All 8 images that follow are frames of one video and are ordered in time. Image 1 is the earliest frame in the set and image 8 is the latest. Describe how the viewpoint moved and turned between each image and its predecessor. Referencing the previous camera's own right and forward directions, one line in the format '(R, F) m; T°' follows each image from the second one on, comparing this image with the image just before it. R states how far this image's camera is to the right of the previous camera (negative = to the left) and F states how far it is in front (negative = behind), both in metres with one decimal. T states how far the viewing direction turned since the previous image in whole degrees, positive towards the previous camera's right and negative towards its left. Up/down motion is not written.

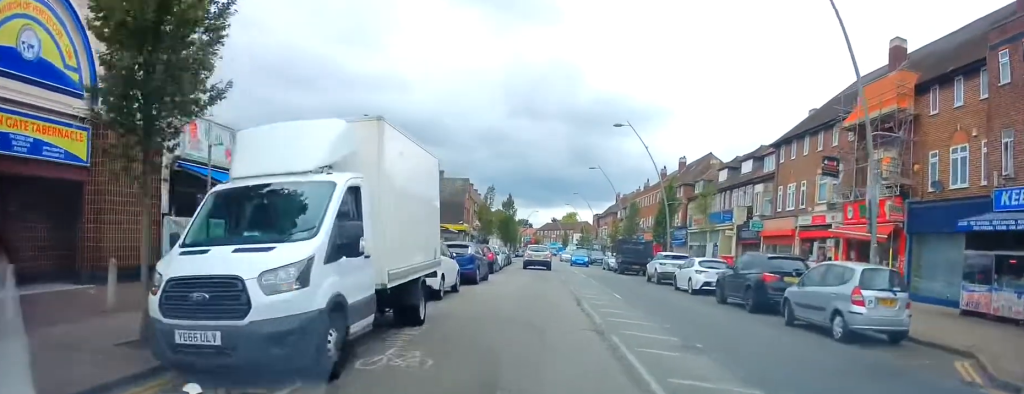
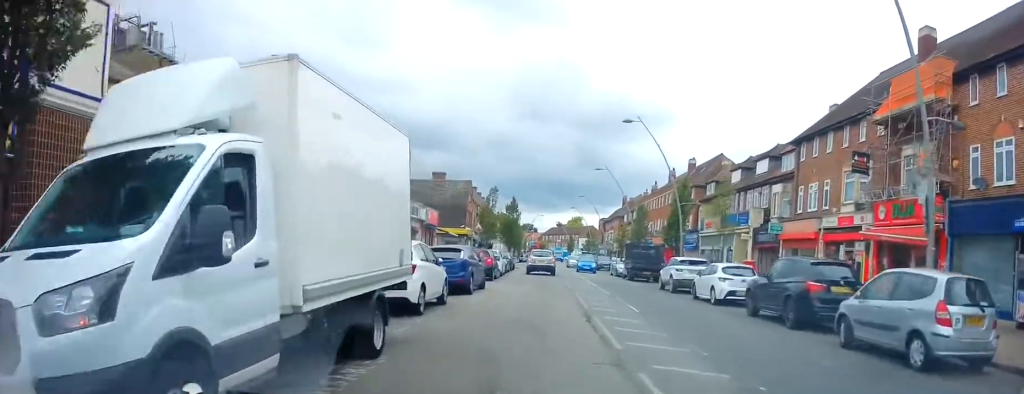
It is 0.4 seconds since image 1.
(+0.2, +2.6) m; -1°
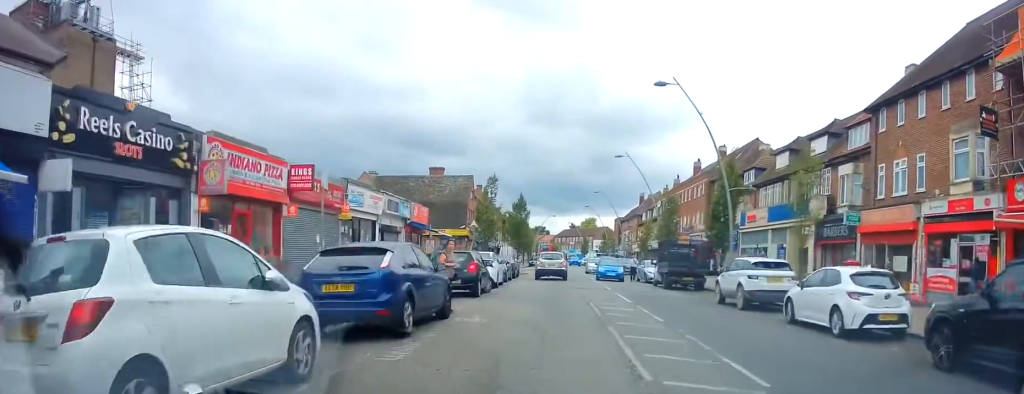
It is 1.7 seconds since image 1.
(-0.5, +8.3) m; -4°
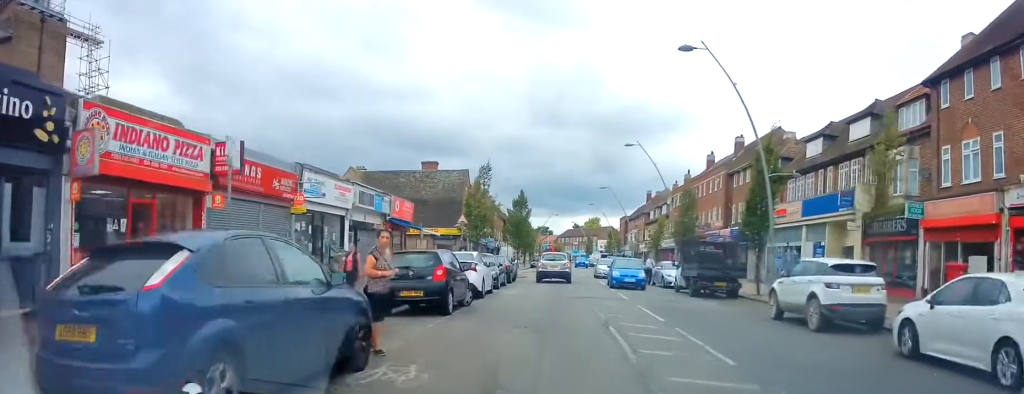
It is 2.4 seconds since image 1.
(0.0, +5.2) m; 0°
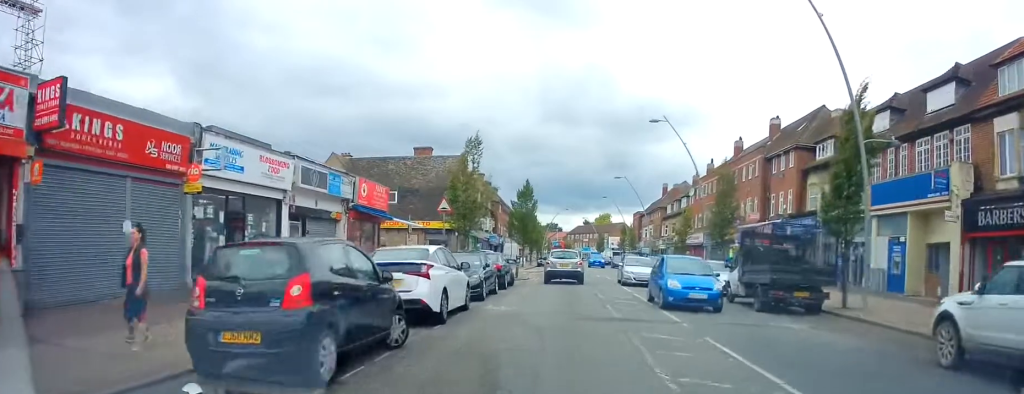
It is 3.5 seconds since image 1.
(0.0, +7.4) m; 0°
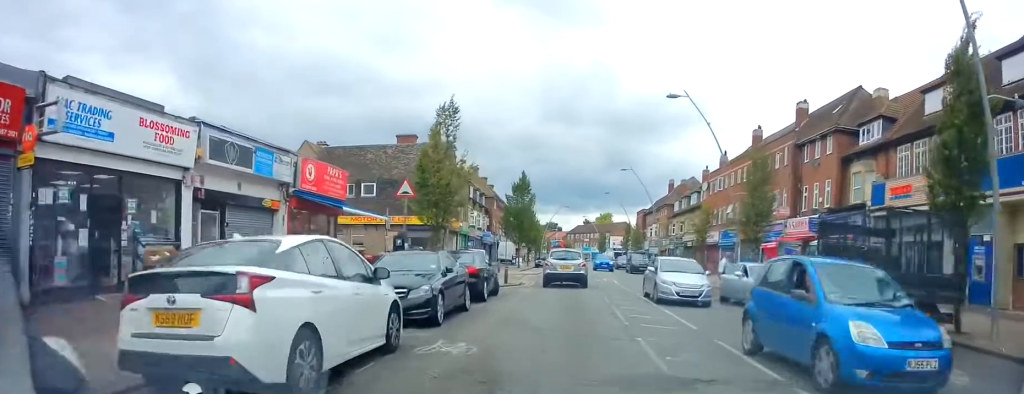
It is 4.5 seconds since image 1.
(0.0, +5.9) m; +1°
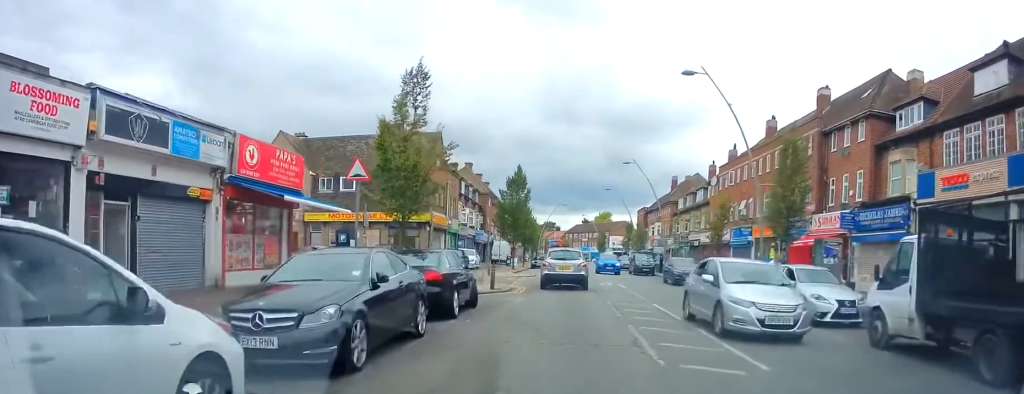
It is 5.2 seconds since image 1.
(+0.1, +4.1) m; +2°
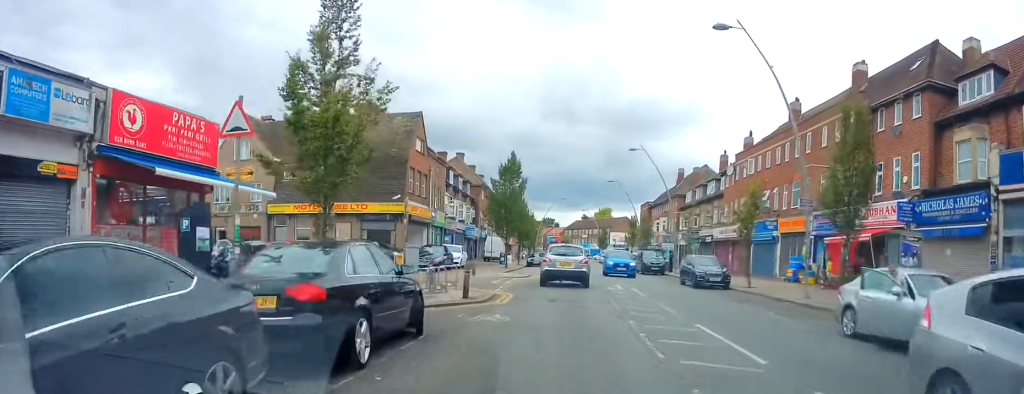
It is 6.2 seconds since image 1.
(+0.2, +5.5) m; -1°
